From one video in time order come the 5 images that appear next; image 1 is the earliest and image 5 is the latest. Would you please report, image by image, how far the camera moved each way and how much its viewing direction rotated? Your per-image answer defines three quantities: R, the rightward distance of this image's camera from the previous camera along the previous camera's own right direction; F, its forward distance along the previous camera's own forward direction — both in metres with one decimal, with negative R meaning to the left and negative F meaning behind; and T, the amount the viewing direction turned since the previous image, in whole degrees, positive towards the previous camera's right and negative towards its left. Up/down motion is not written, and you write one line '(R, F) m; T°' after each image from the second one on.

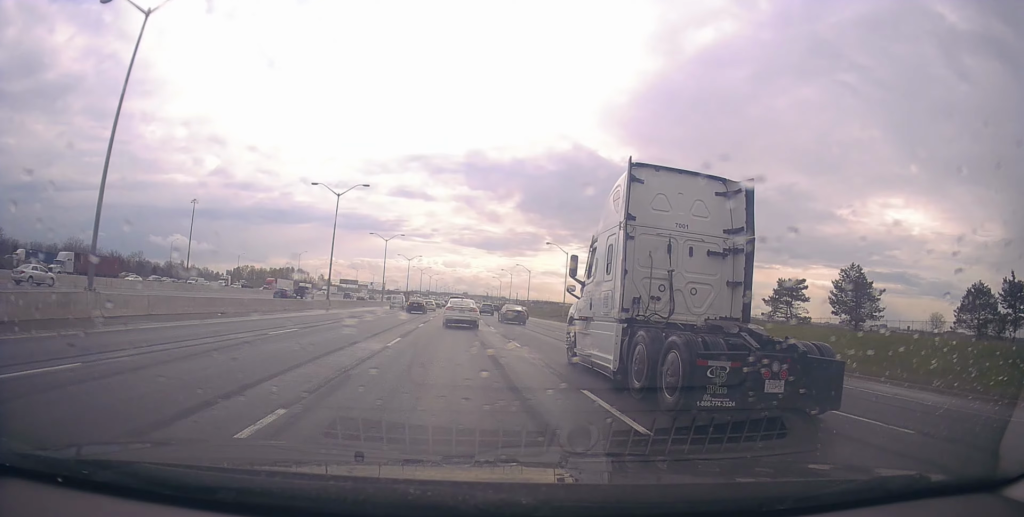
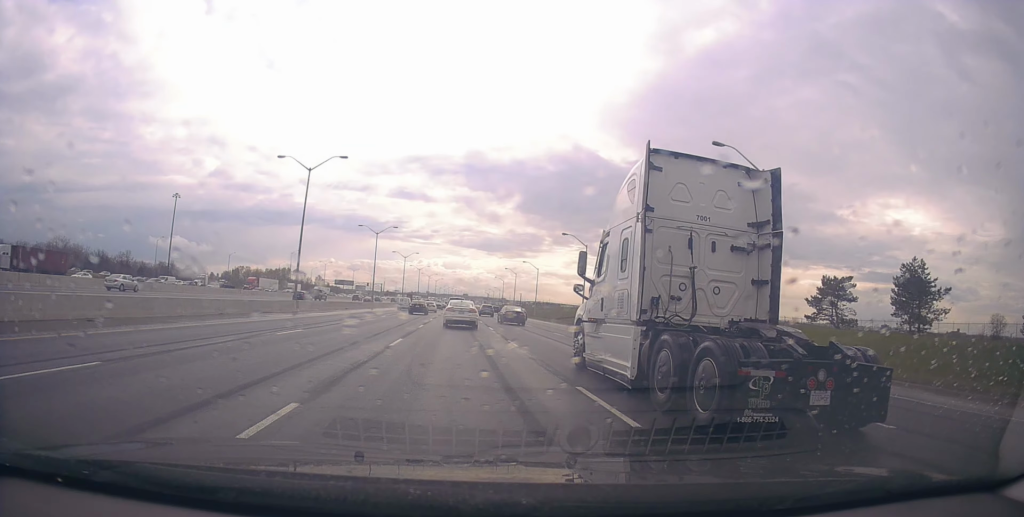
(-0.1, +11.6) m; -2°
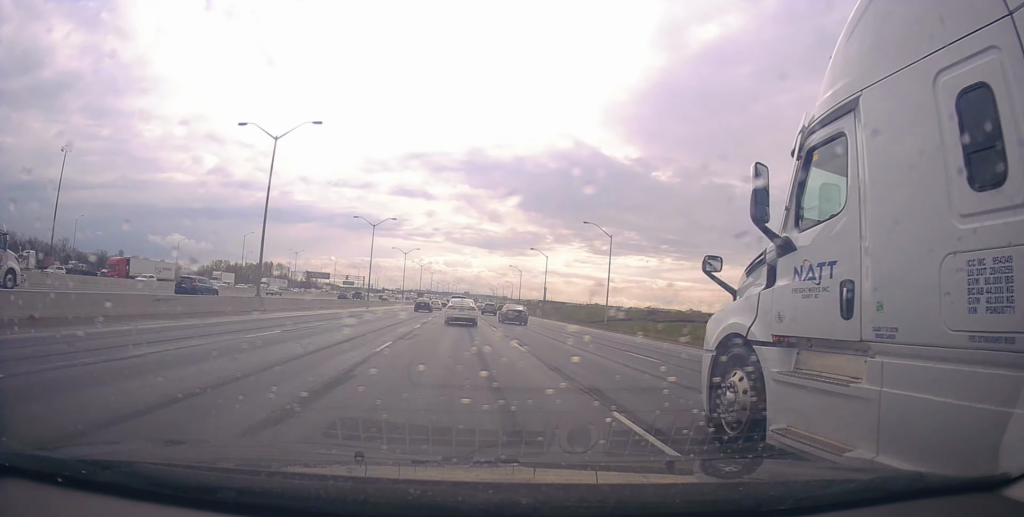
(+0.1, +50.3) m; 0°
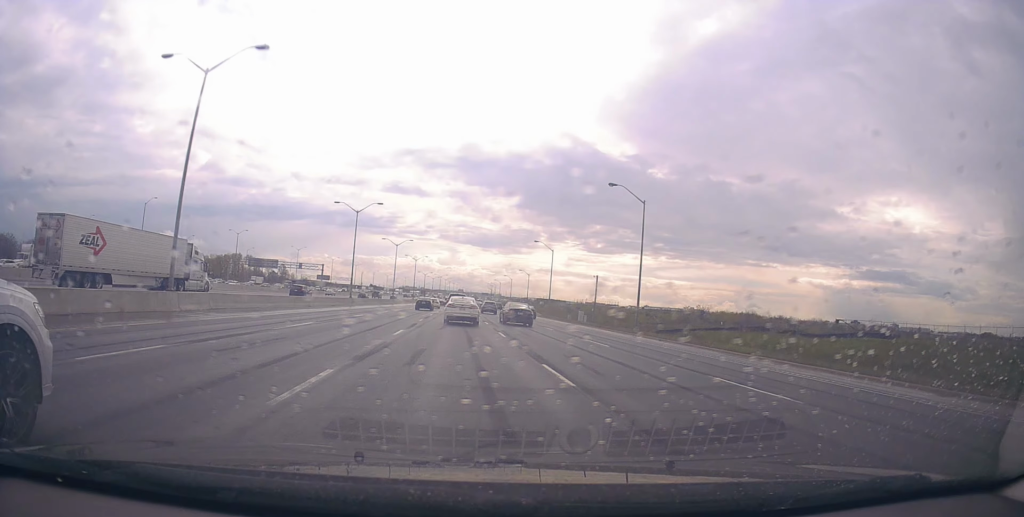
(+0.3, +55.8) m; +2°
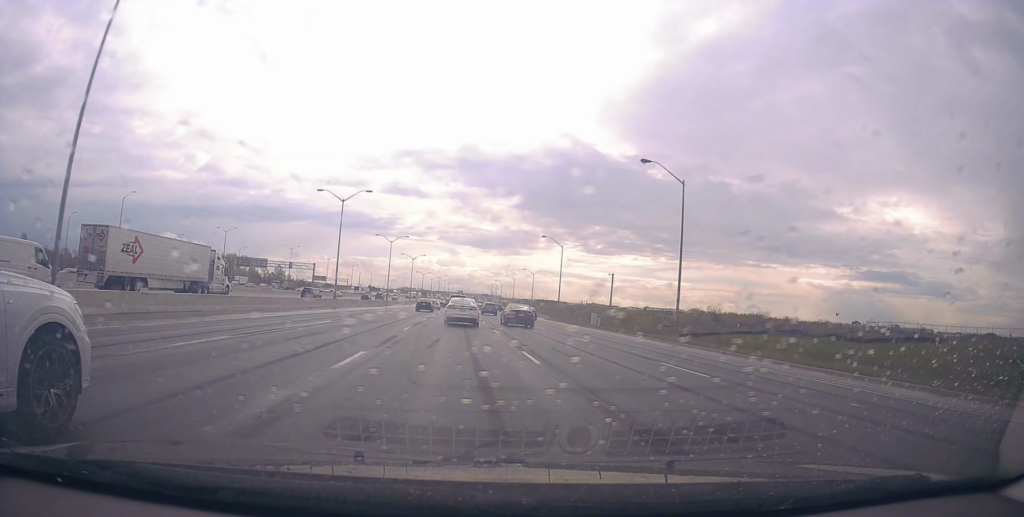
(0.0, +8.7) m; 0°
